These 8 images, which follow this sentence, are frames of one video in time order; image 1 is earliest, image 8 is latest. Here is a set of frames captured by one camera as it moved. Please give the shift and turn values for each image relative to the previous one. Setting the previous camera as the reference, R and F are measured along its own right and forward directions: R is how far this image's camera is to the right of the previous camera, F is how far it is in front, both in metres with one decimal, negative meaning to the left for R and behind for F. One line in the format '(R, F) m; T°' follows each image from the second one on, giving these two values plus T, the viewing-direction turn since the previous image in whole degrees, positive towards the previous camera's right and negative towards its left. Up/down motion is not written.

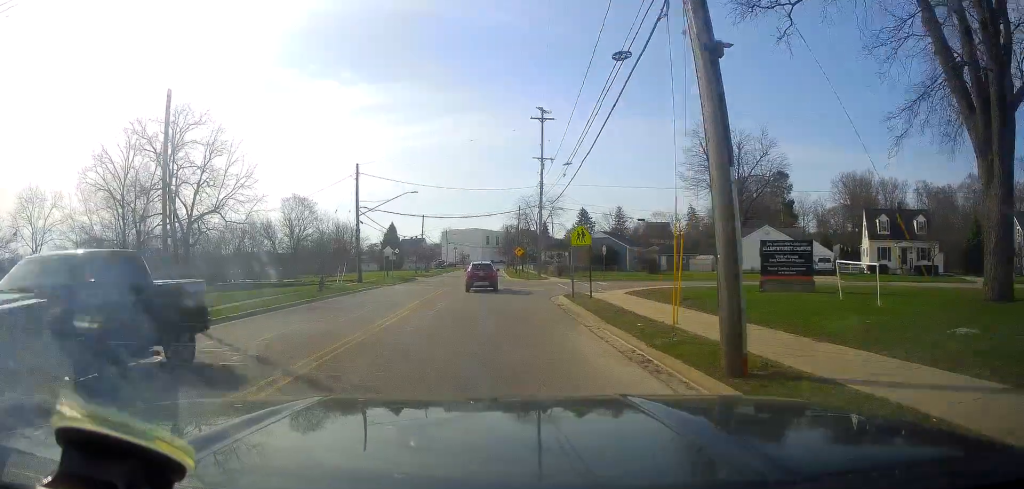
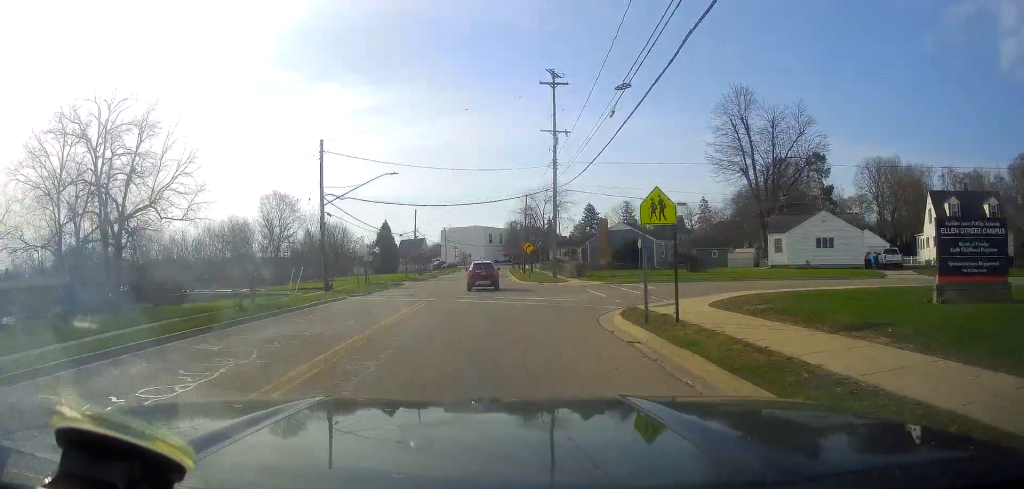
(-0.1, +11.3) m; -3°
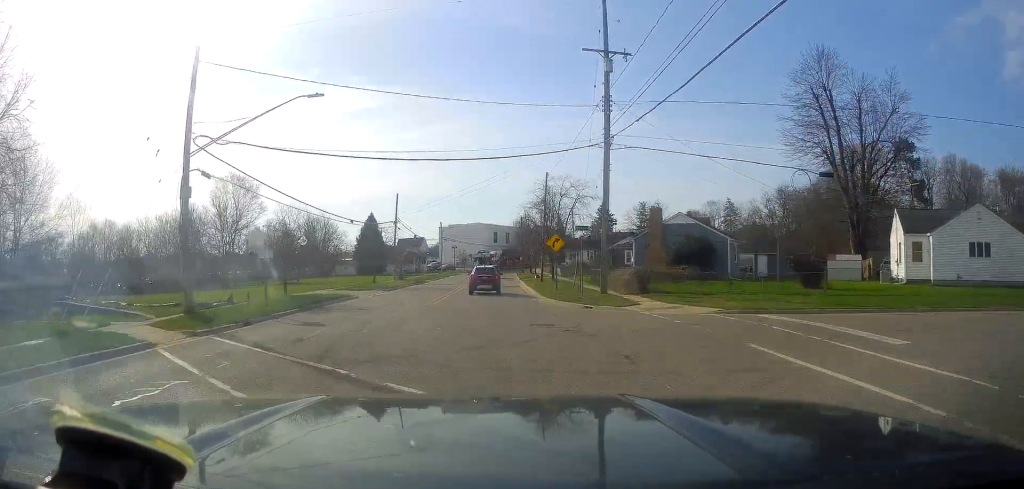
(-0.6, +19.8) m; +1°
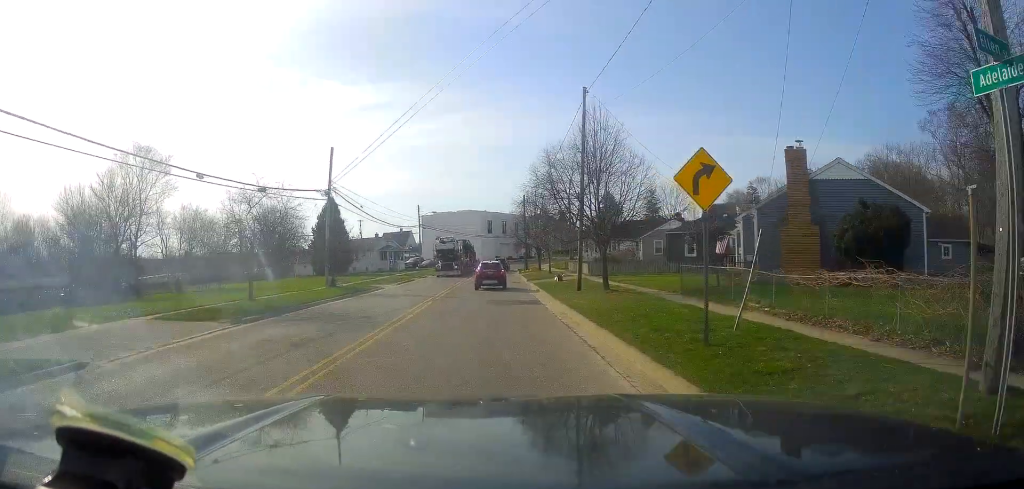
(+0.5, +24.1) m; -2°
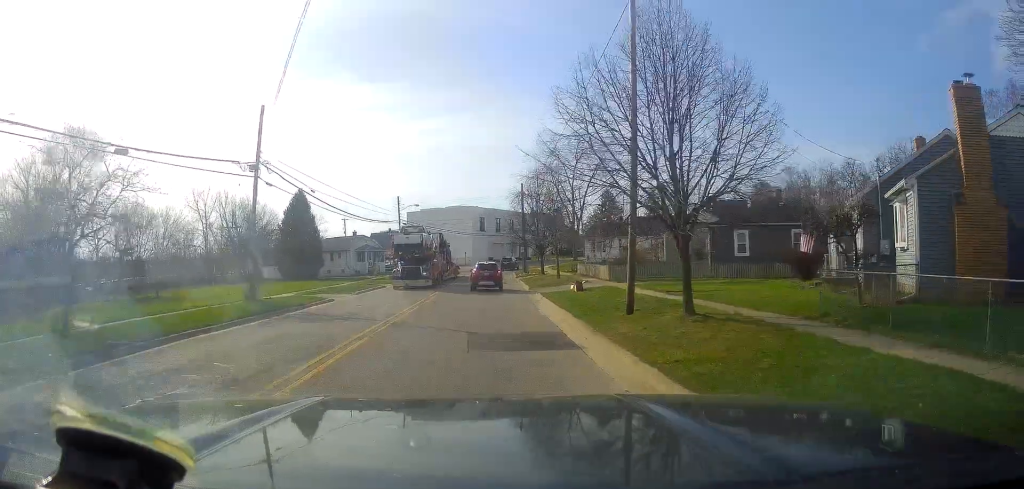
(-0.3, +11.2) m; +2°
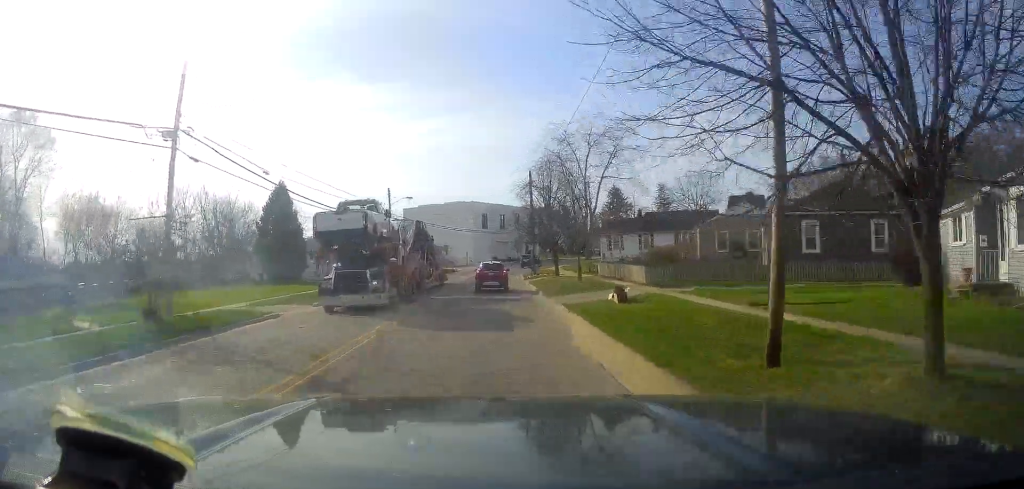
(+0.5, +8.2) m; +2°
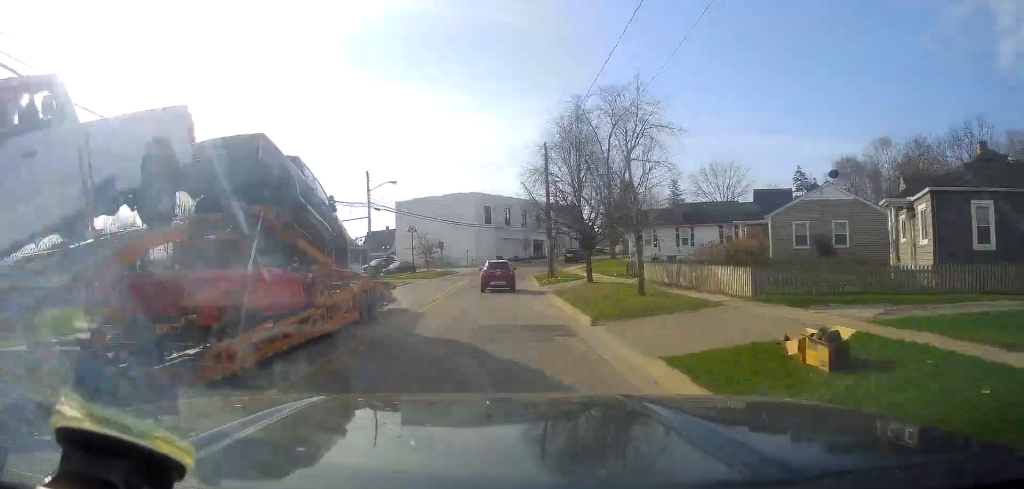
(-0.1, +11.8) m; -1°
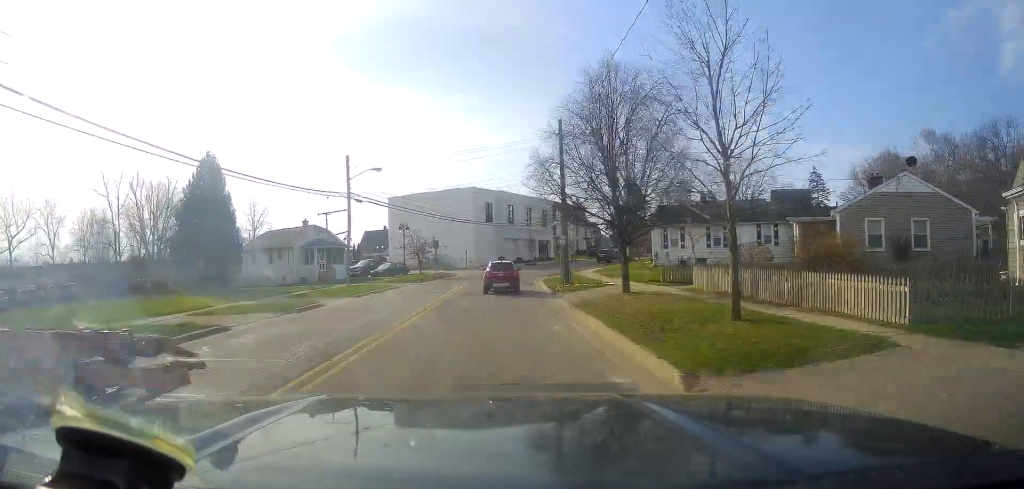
(0.0, +7.2) m; -1°
